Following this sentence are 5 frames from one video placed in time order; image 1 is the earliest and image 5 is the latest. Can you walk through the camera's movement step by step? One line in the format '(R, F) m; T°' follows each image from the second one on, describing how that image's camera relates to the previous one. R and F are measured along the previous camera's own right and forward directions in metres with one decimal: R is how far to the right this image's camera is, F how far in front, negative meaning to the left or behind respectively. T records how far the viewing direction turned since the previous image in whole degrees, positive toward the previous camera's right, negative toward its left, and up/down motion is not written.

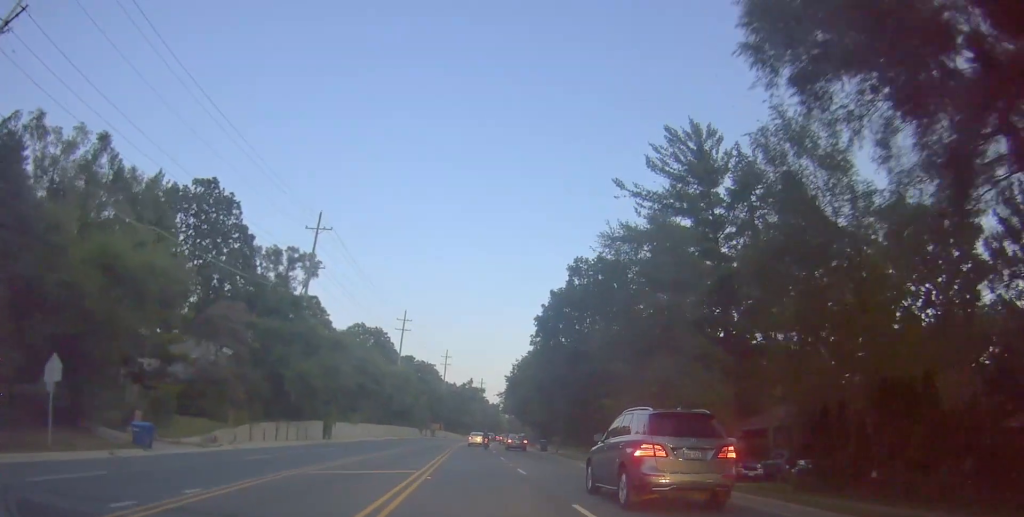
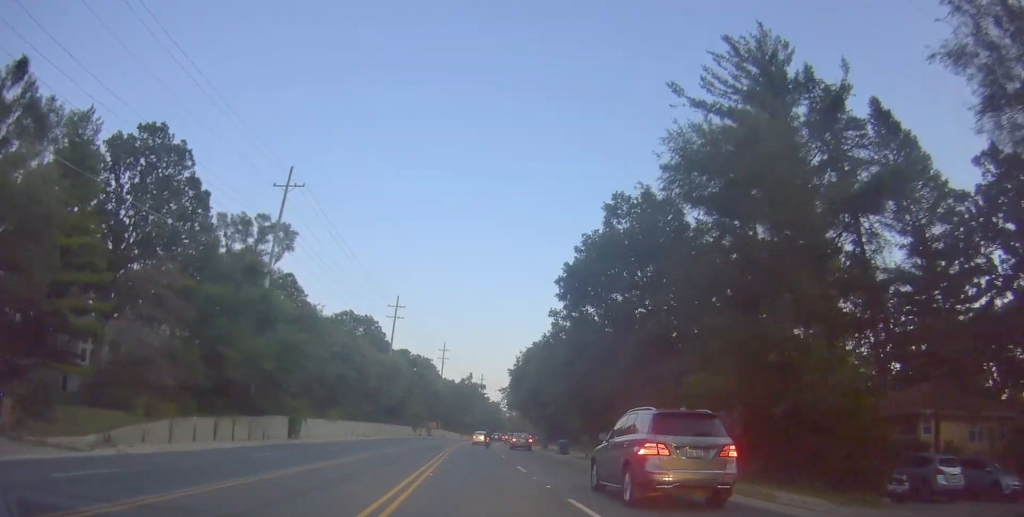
(-0.1, +11.6) m; +1°
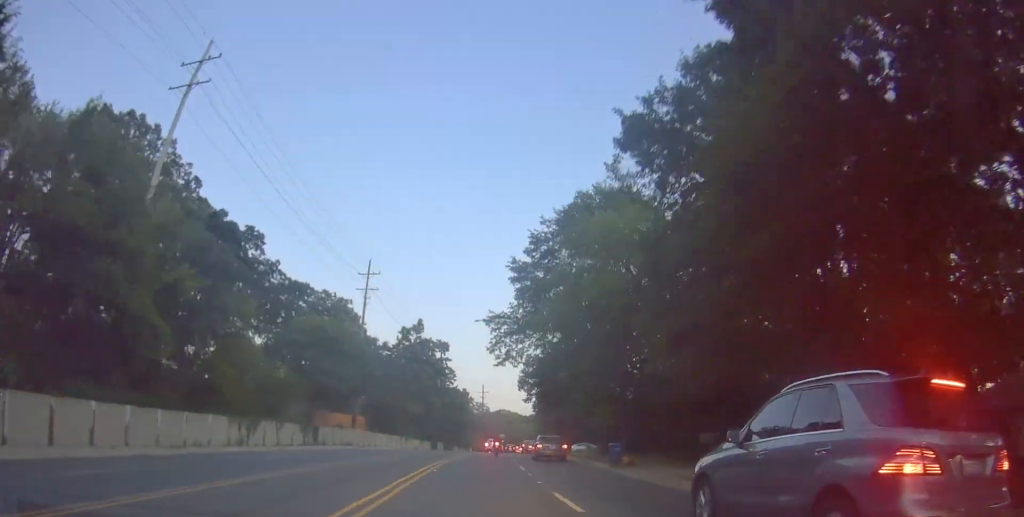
(+2.0, +73.4) m; +2°
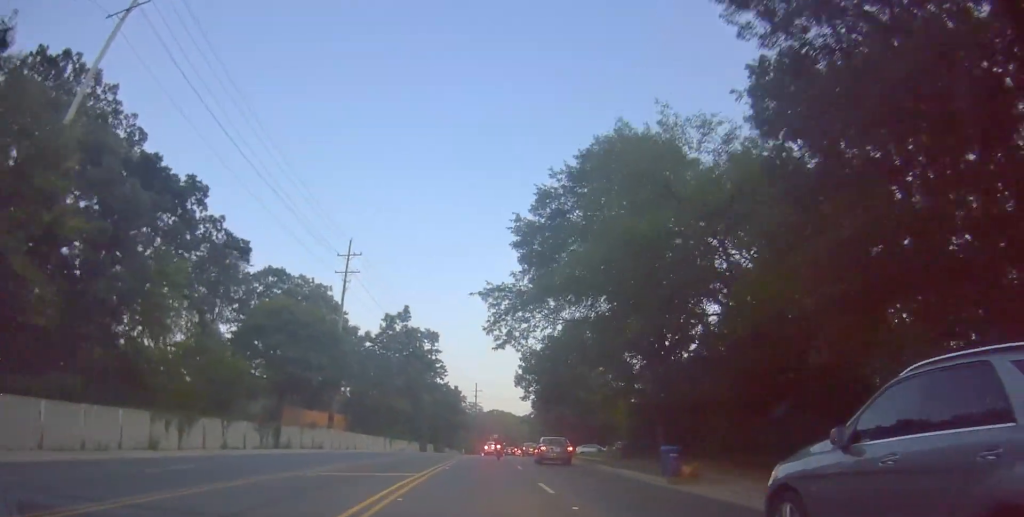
(0.0, +9.1) m; +1°
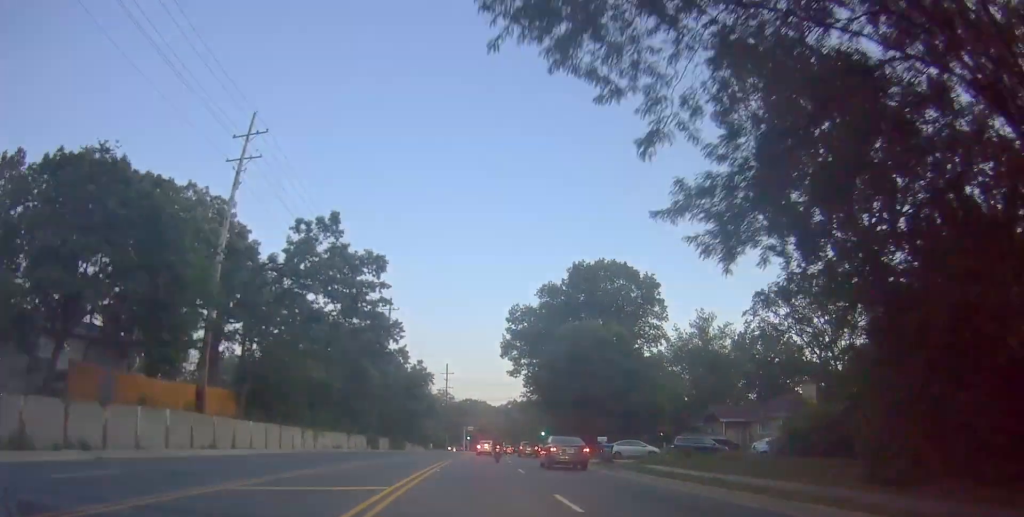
(+0.9, +28.9) m; +4°
